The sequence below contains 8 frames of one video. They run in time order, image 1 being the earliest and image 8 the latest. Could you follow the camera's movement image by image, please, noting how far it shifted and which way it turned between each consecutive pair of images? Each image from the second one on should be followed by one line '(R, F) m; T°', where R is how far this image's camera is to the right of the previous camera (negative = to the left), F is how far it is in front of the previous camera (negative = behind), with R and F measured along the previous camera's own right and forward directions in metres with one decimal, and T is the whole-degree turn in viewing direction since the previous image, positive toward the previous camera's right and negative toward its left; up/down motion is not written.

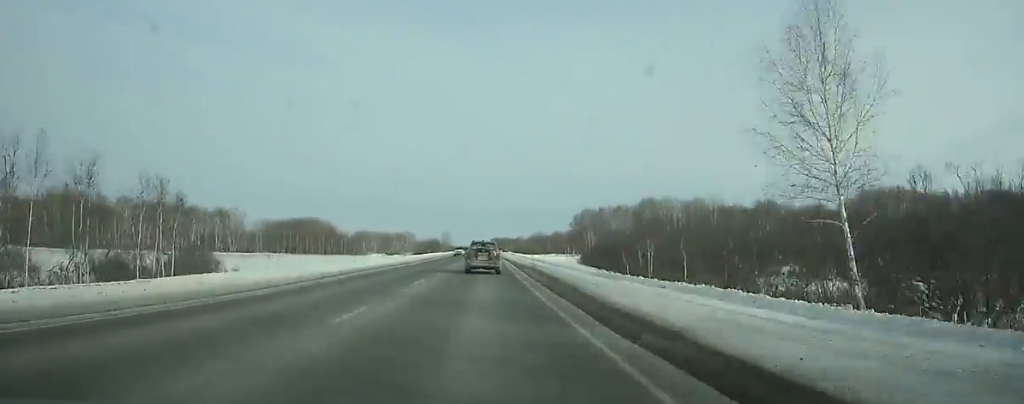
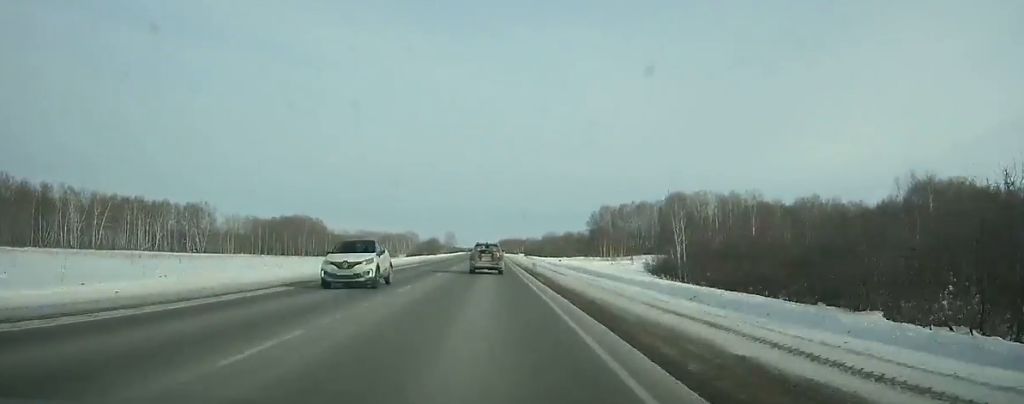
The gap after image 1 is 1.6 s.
(+0.2, +40.2) m; 0°
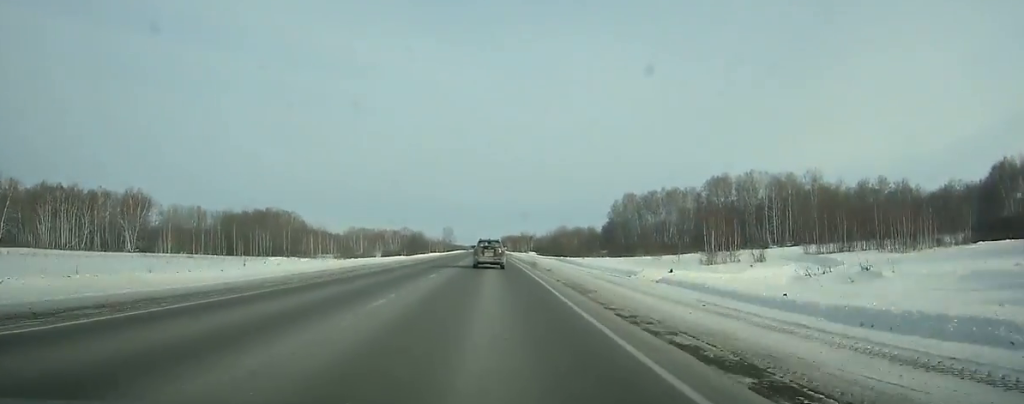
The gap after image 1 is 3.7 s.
(-0.3, +52.9) m; -1°
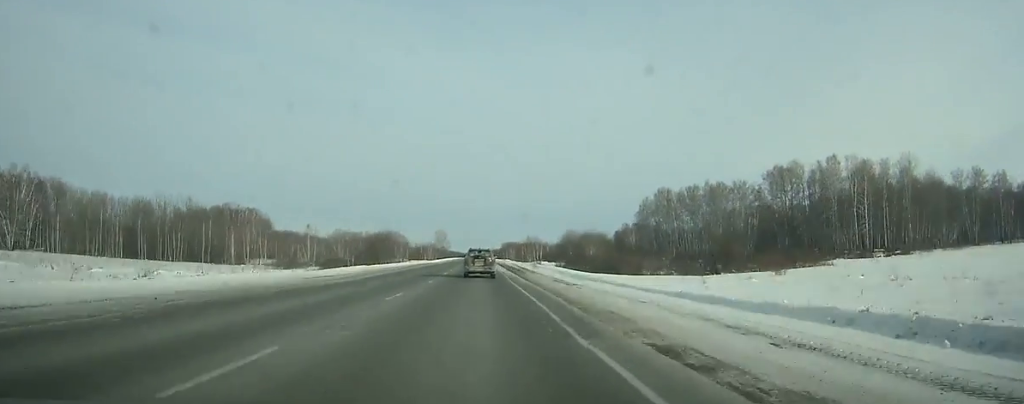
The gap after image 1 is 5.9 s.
(-0.4, +55.7) m; -1°
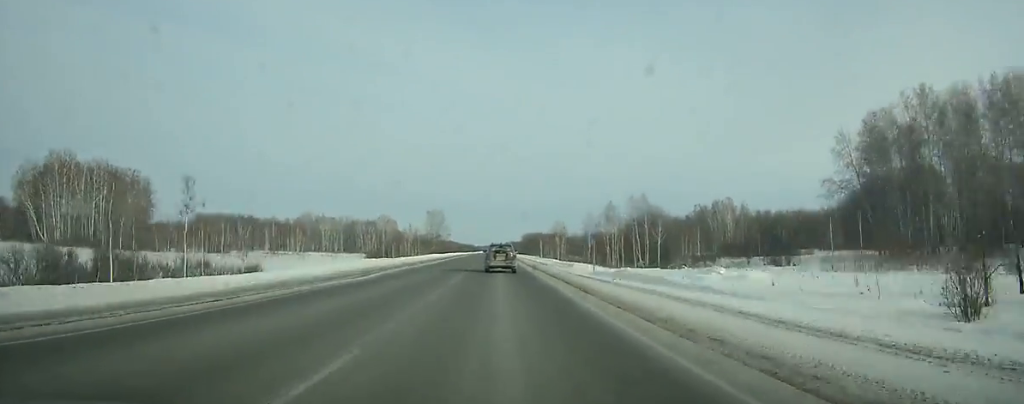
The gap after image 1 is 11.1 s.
(-1.1, +132.9) m; 0°
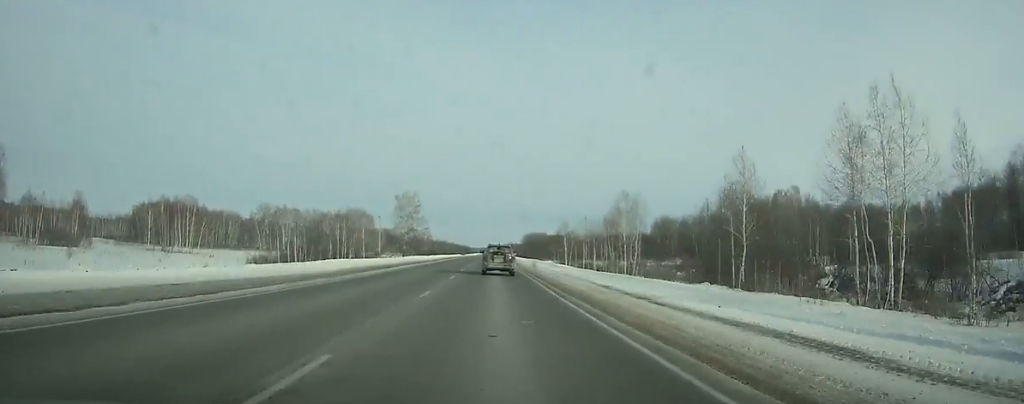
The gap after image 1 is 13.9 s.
(+0.3, +72.6) m; 0°
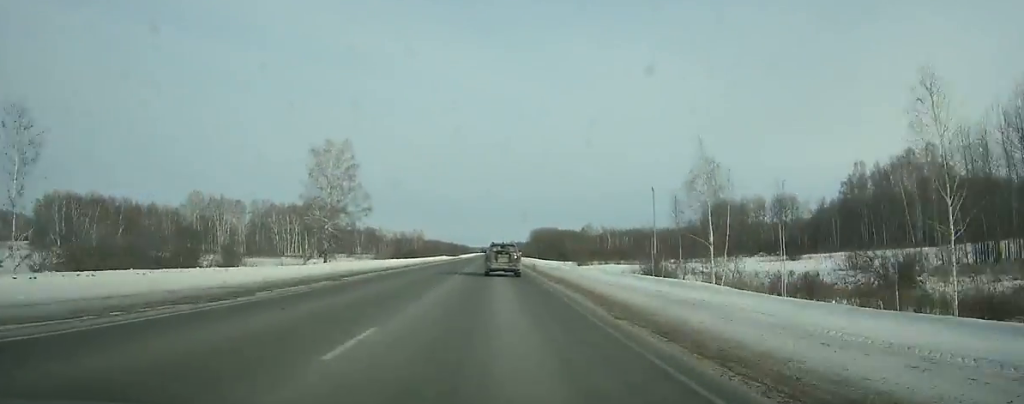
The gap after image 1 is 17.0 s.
(-0.1, +80.4) m; 0°
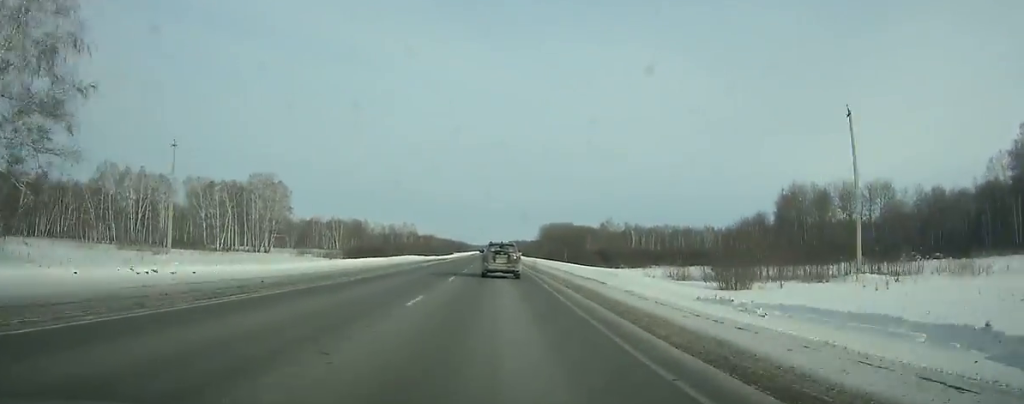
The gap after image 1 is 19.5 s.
(0.0, +64.4) m; 0°
